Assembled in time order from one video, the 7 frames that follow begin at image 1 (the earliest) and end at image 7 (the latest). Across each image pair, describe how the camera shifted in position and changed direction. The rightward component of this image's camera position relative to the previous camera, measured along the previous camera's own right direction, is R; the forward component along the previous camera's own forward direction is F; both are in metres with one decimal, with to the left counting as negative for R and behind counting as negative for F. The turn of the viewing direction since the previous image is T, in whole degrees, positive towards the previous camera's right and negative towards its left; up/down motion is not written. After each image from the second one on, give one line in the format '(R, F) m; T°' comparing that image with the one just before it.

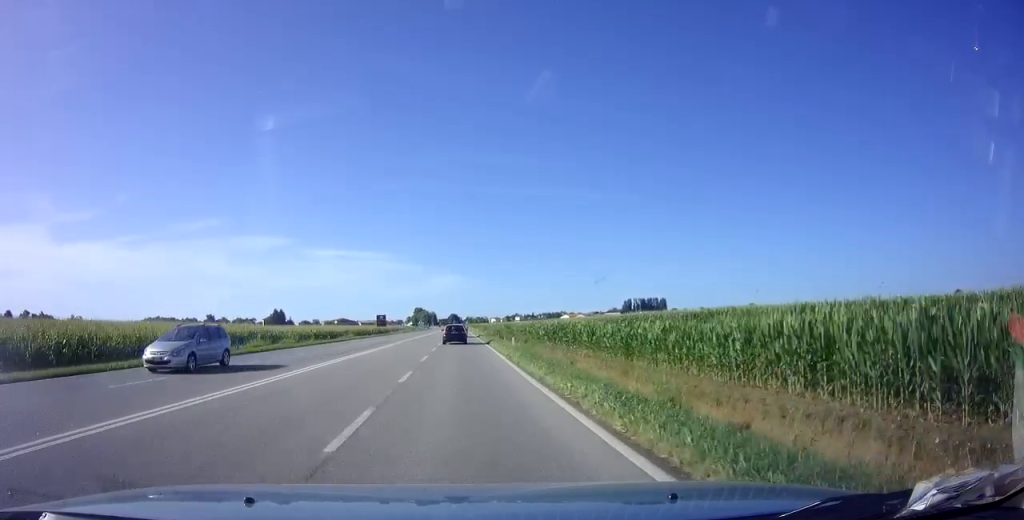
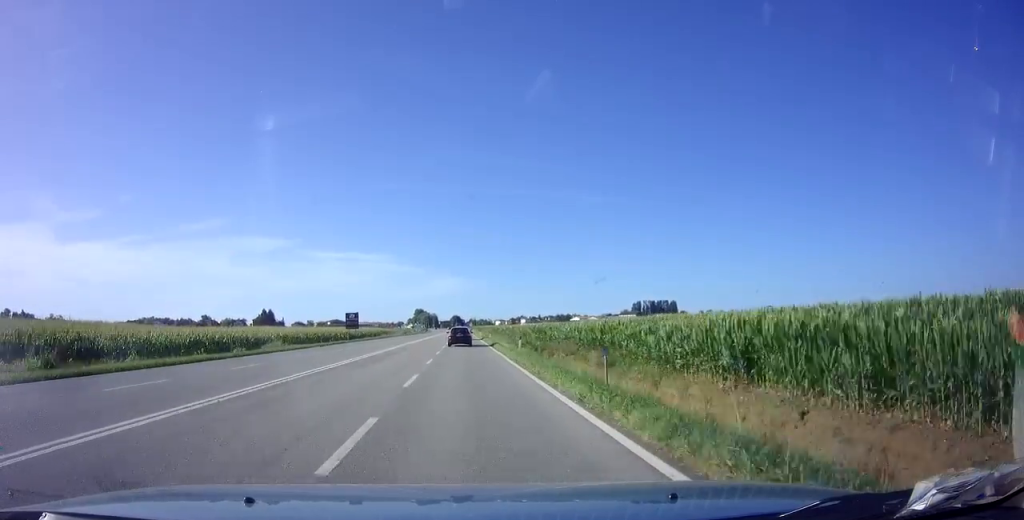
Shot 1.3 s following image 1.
(0.0, +30.5) m; 0°
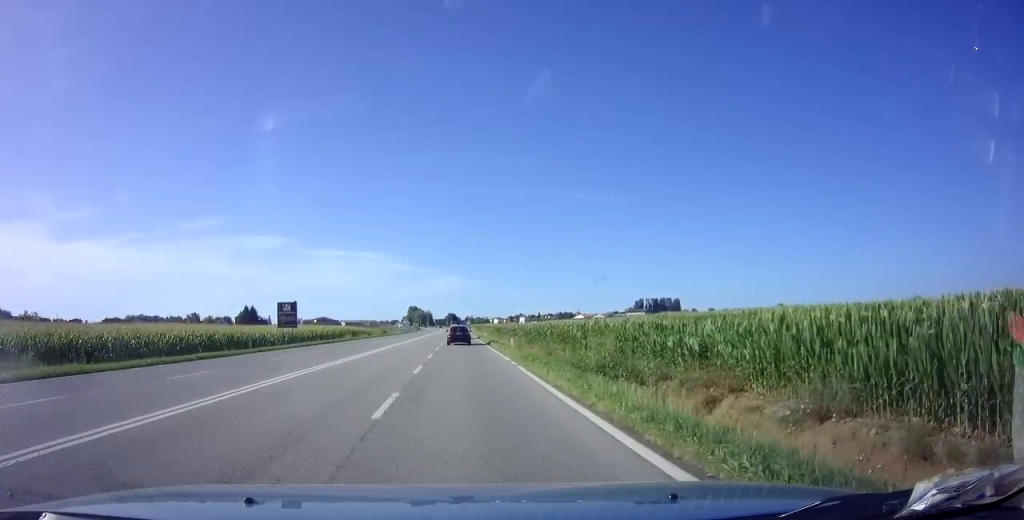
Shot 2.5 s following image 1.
(0.0, +26.7) m; 0°
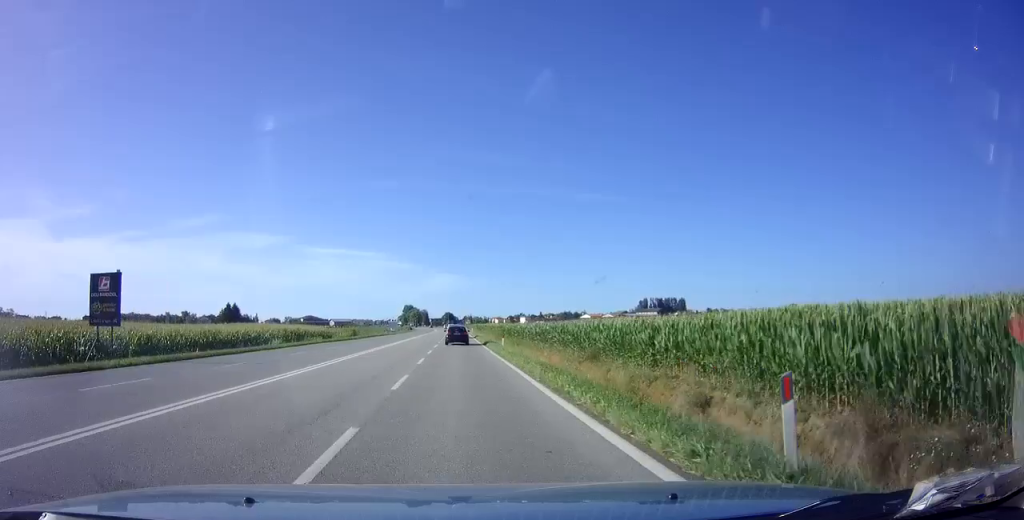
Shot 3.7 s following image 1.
(+0.1, +26.8) m; 0°
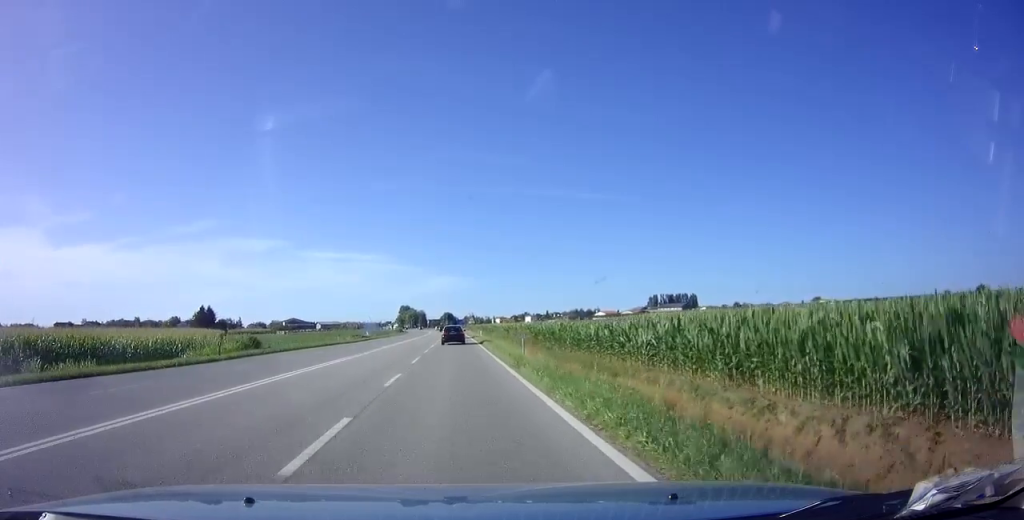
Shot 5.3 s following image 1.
(-0.1, +36.6) m; 0°
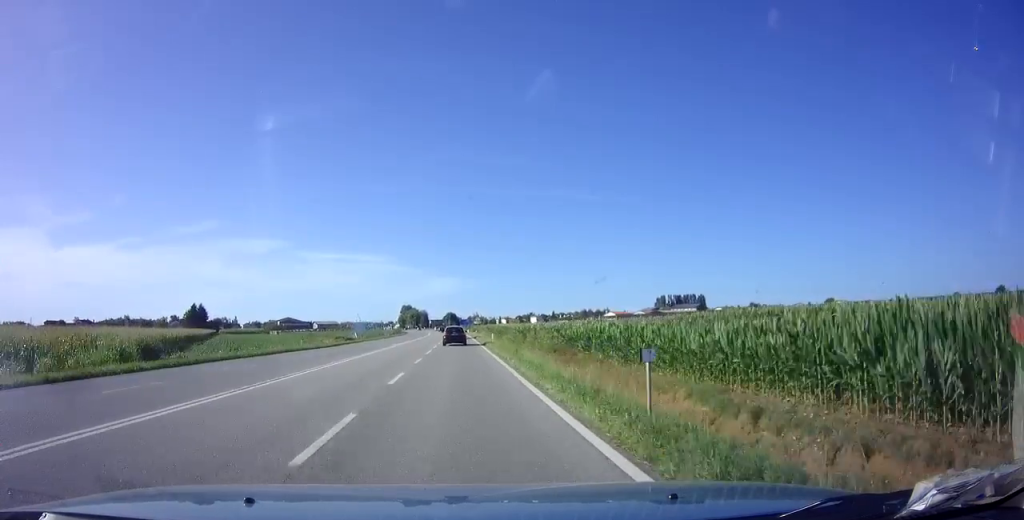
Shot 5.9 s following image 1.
(0.0, +14.4) m; 0°
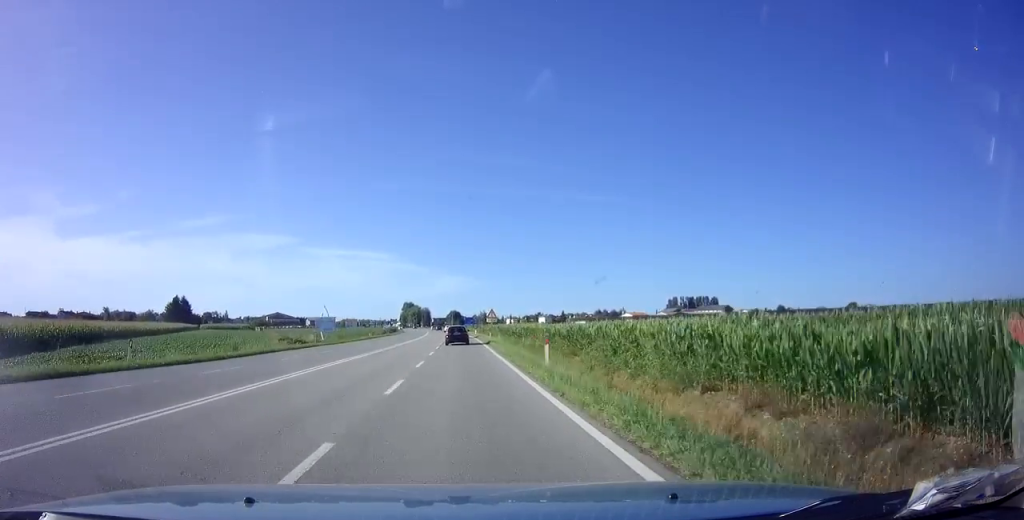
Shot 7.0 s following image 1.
(0.0, +24.9) m; 0°
